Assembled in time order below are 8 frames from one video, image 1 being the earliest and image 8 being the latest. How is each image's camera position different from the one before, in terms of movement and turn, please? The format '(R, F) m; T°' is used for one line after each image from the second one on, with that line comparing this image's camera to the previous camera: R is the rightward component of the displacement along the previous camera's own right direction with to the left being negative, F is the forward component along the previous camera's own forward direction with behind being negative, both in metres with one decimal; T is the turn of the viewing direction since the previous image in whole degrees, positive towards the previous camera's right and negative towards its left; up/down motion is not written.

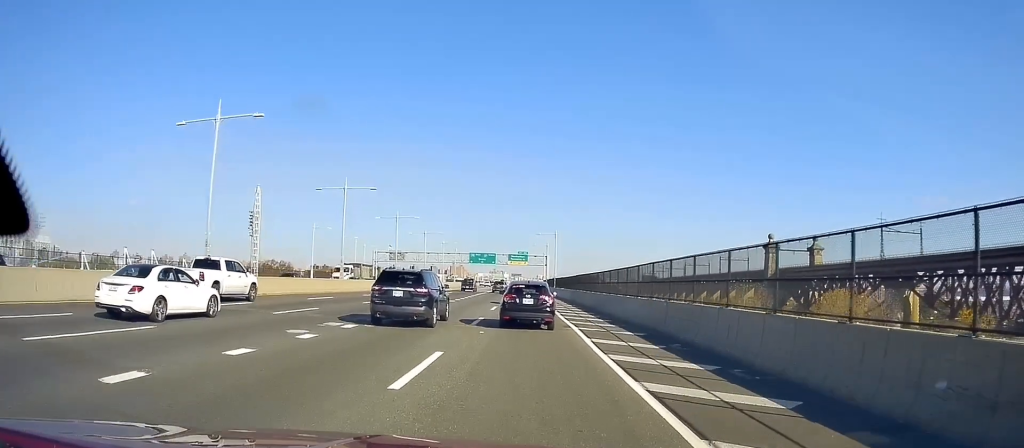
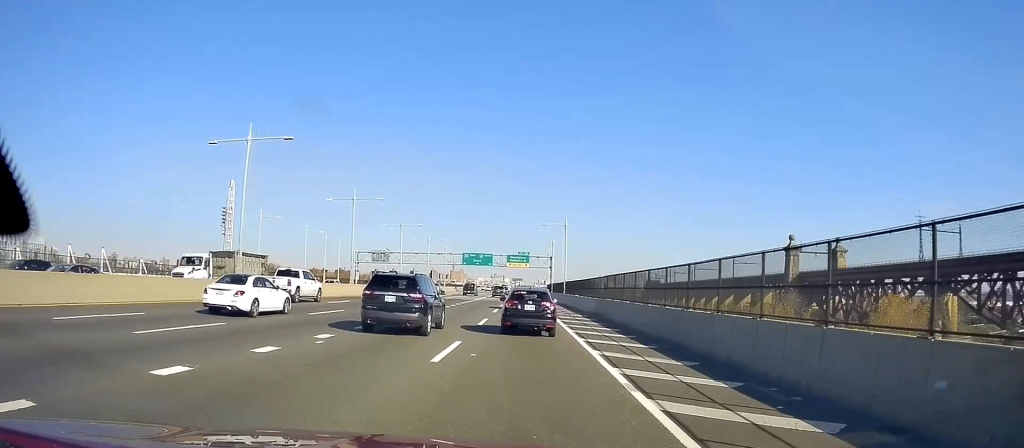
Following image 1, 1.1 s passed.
(0.0, +20.2) m; 0°
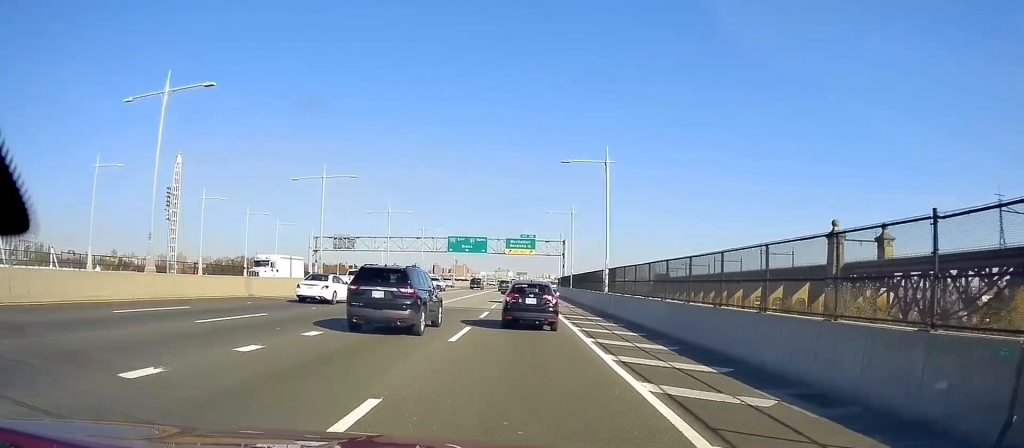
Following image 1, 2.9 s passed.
(-0.5, +33.0) m; -1°
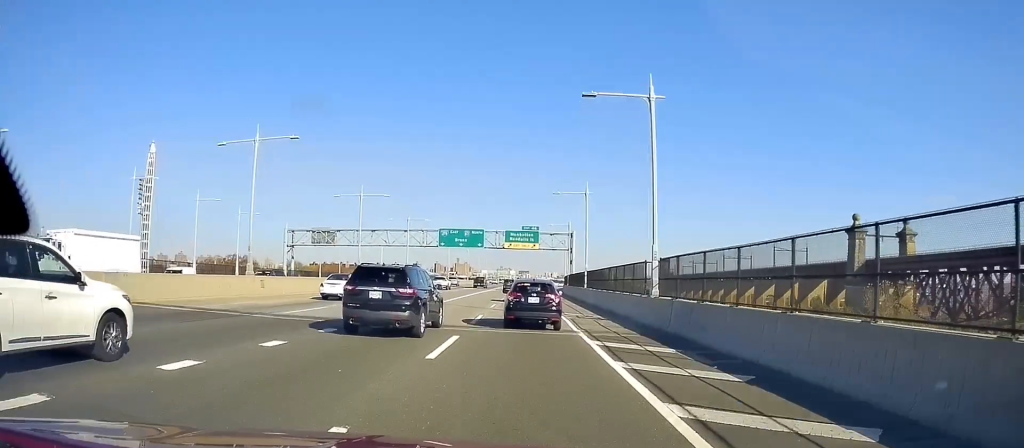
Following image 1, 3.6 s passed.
(+0.1, +13.3) m; 0°
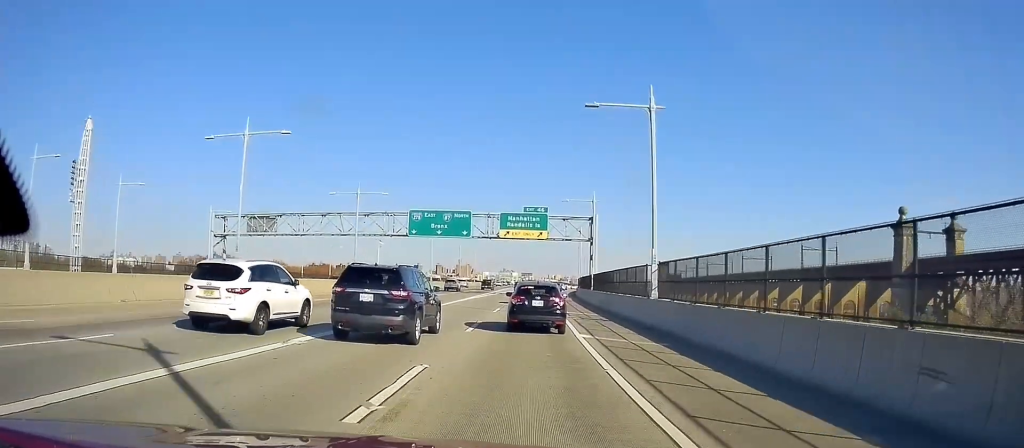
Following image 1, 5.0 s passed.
(-0.2, +26.6) m; 0°
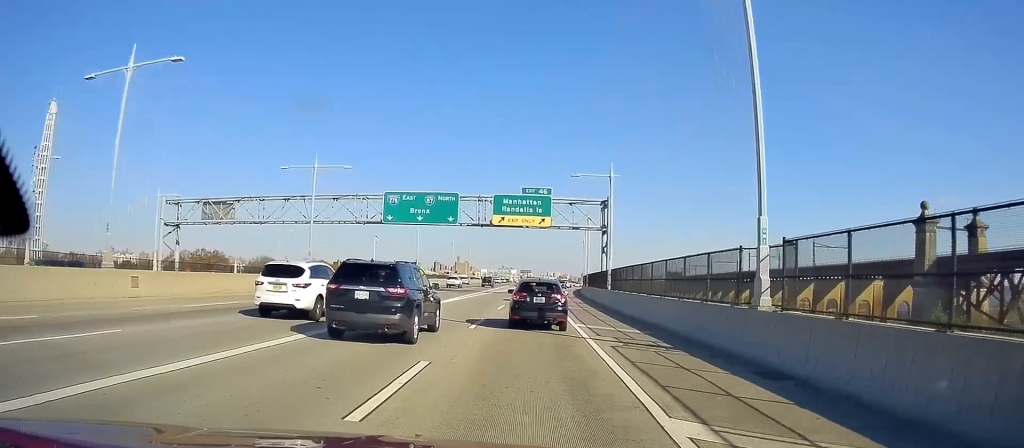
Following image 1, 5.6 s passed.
(+0.2, +12.0) m; 0°
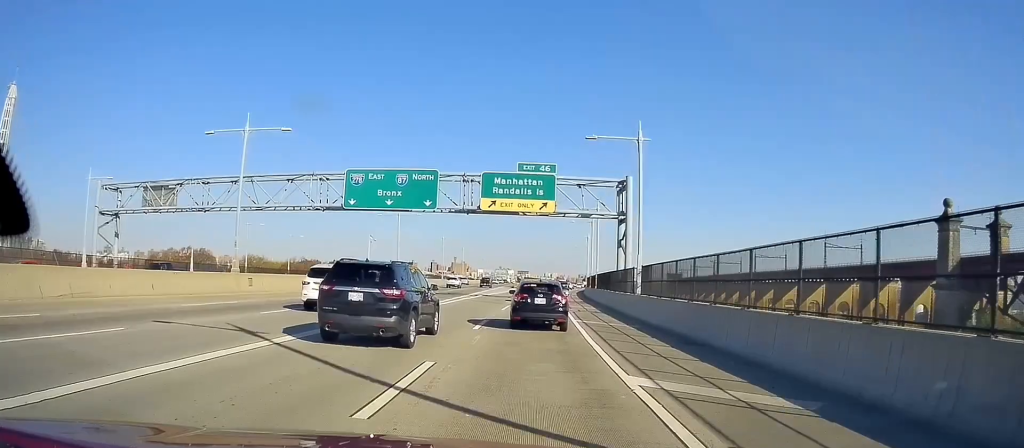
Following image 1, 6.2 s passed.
(+0.1, +12.0) m; 0°
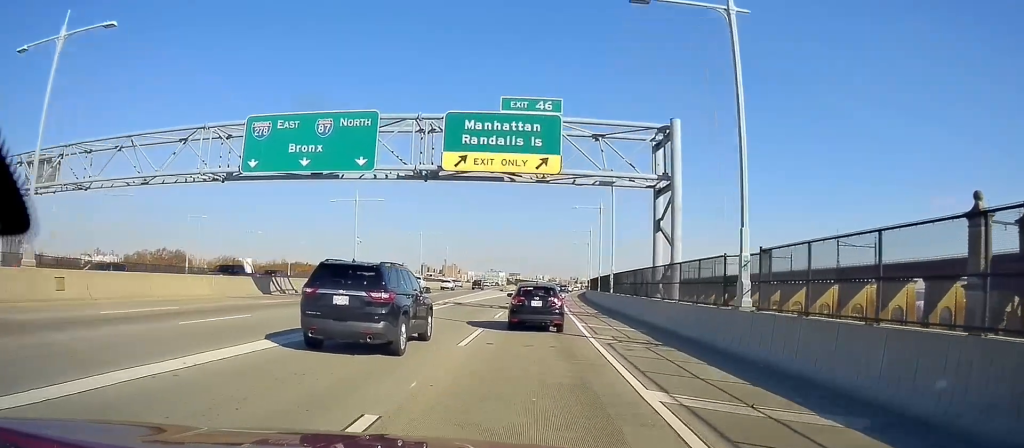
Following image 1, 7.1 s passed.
(-0.2, +16.4) m; -1°
